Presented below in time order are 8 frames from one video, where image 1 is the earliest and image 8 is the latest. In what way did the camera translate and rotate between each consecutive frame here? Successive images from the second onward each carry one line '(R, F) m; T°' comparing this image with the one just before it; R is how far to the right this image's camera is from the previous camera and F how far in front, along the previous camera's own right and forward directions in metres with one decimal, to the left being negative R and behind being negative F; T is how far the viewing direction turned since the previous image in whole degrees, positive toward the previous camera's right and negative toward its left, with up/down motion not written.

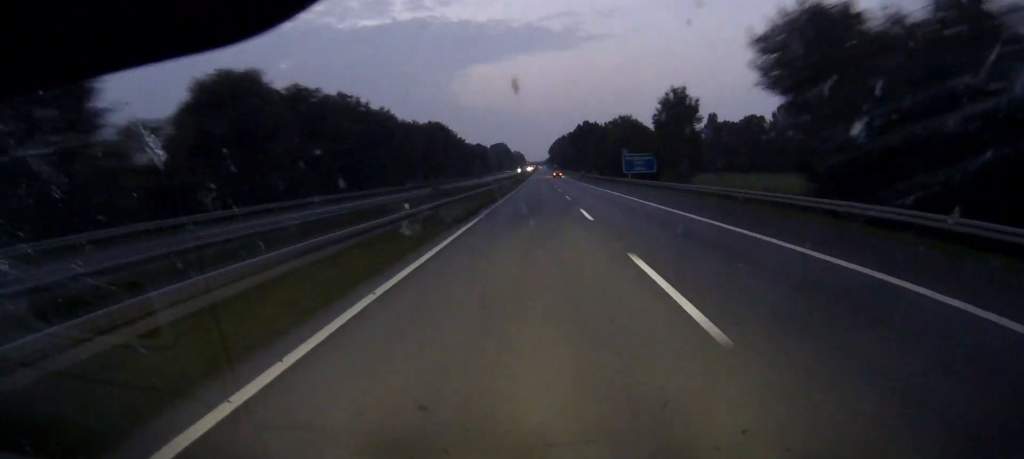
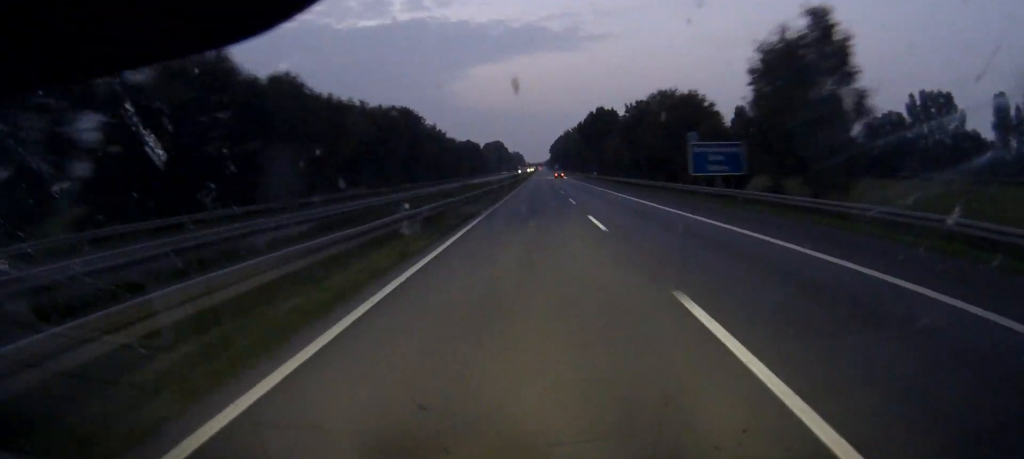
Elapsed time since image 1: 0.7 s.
(0.0, +40.2) m; 0°
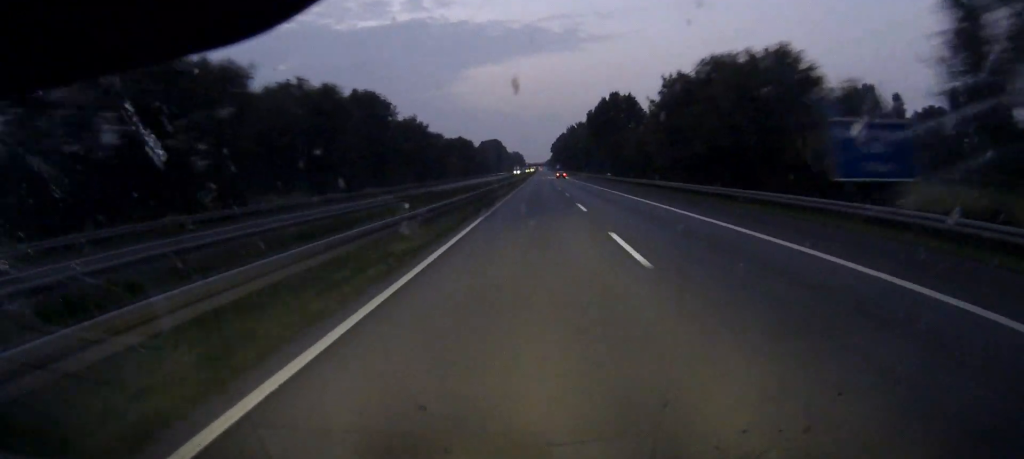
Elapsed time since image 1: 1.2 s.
(0.0, +25.6) m; 0°
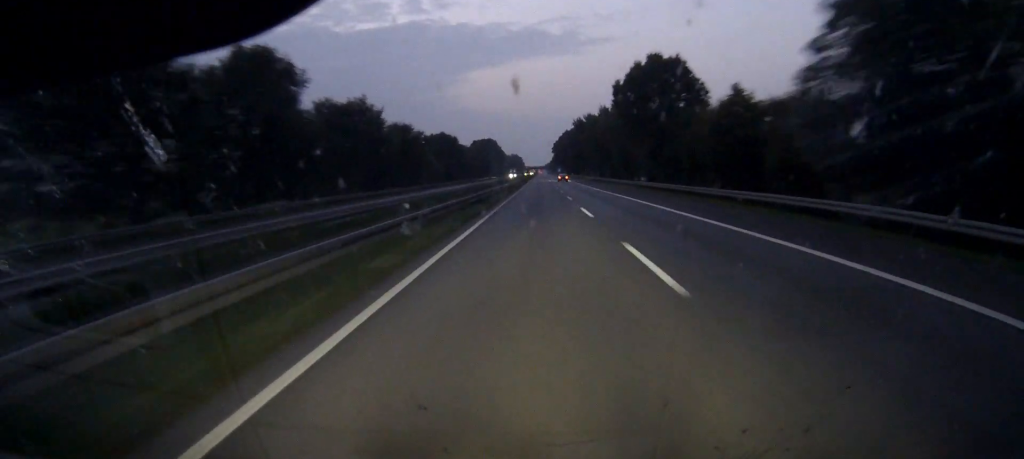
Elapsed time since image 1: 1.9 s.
(0.0, +38.5) m; 0°
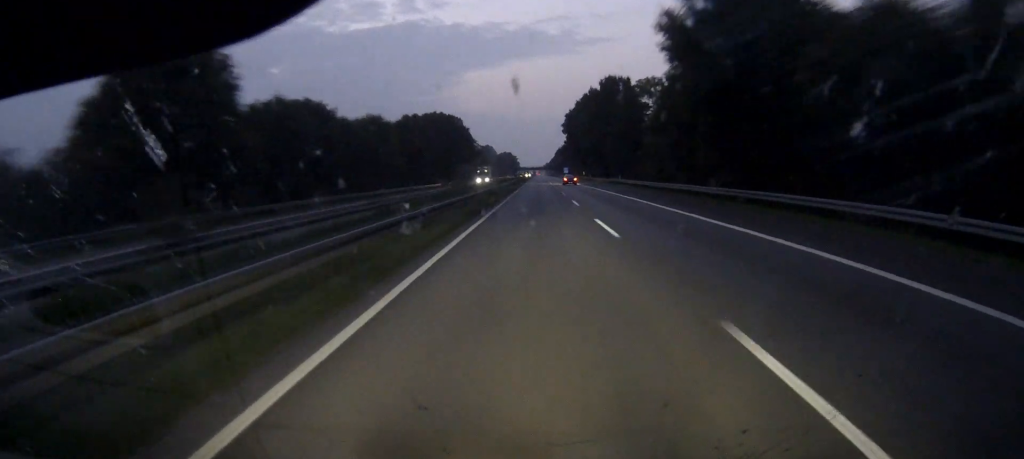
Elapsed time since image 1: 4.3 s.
(+0.2, +134.3) m; 0°
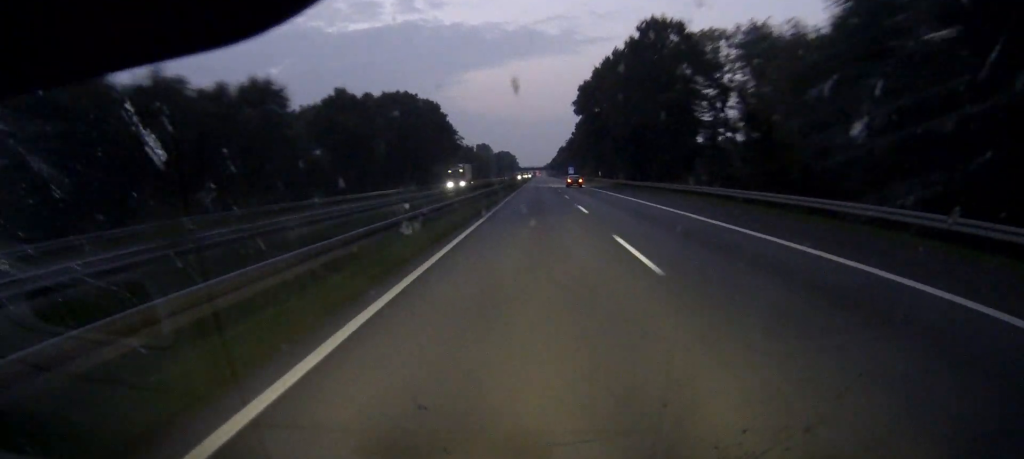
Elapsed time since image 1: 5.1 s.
(0.0, +42.4) m; 0°
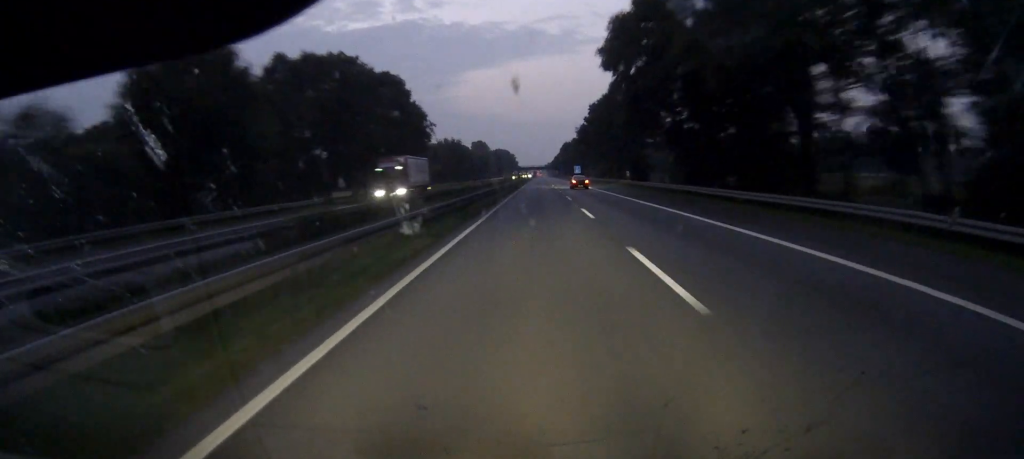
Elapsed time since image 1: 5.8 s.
(0.0, +38.8) m; 0°
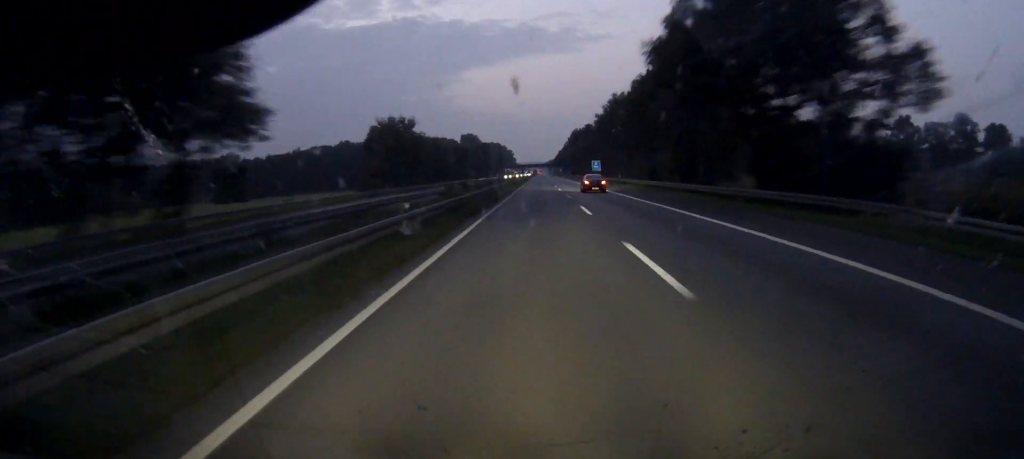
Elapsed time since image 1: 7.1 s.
(0.0, +70.4) m; 0°
